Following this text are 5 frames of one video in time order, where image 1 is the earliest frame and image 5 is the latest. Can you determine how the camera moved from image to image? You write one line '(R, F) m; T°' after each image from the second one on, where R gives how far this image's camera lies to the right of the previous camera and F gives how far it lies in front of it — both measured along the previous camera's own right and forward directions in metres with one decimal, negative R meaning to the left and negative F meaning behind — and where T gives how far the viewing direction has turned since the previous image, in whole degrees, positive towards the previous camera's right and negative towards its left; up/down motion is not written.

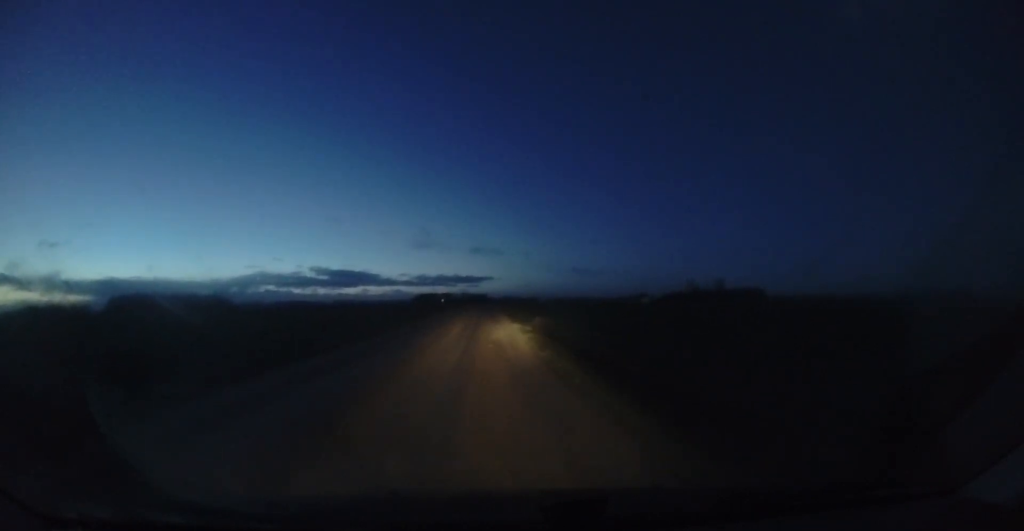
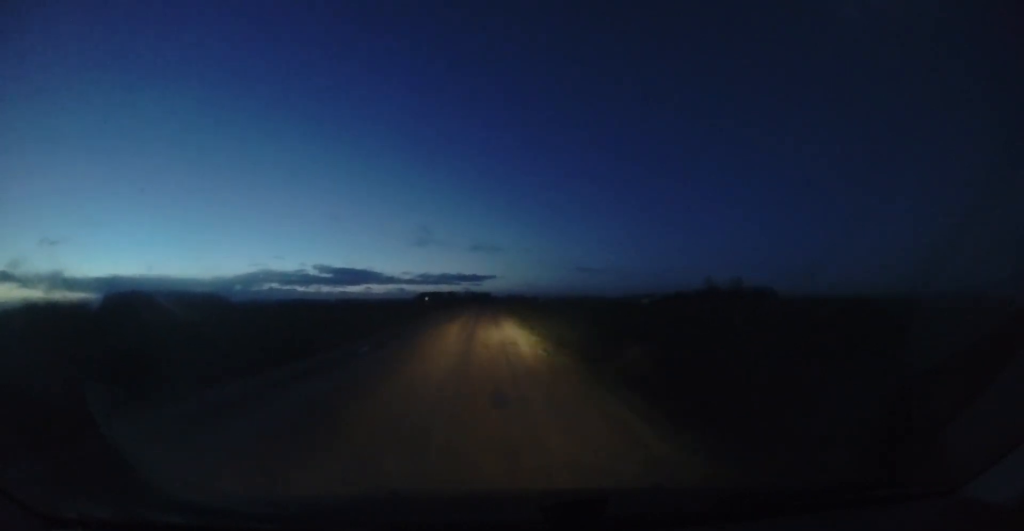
(+0.1, +18.1) m; 0°
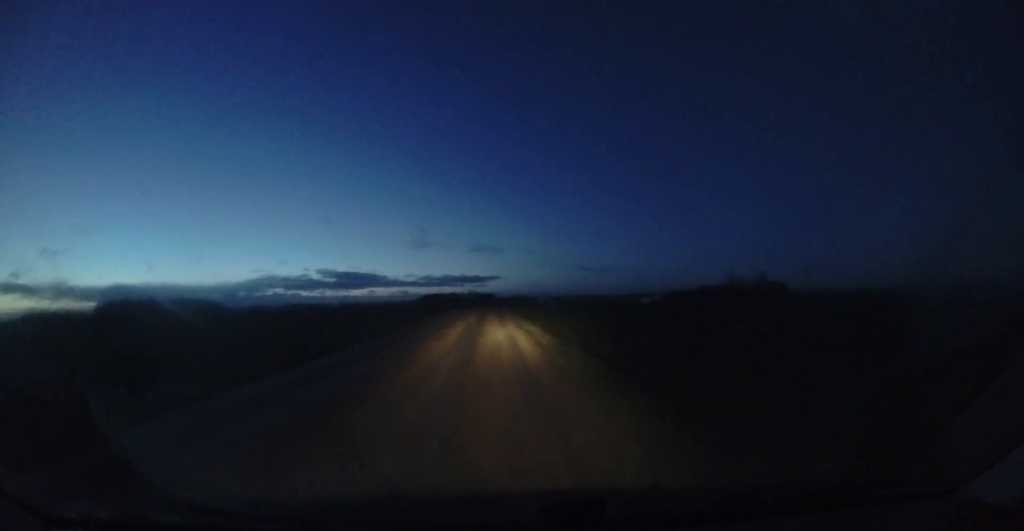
(-0.1, +22.4) m; -1°
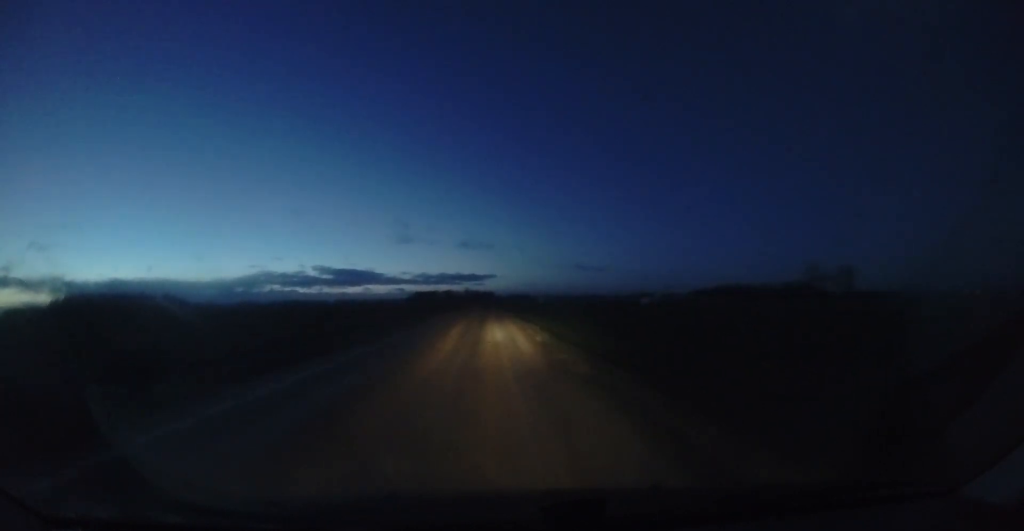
(-0.2, +74.8) m; -1°
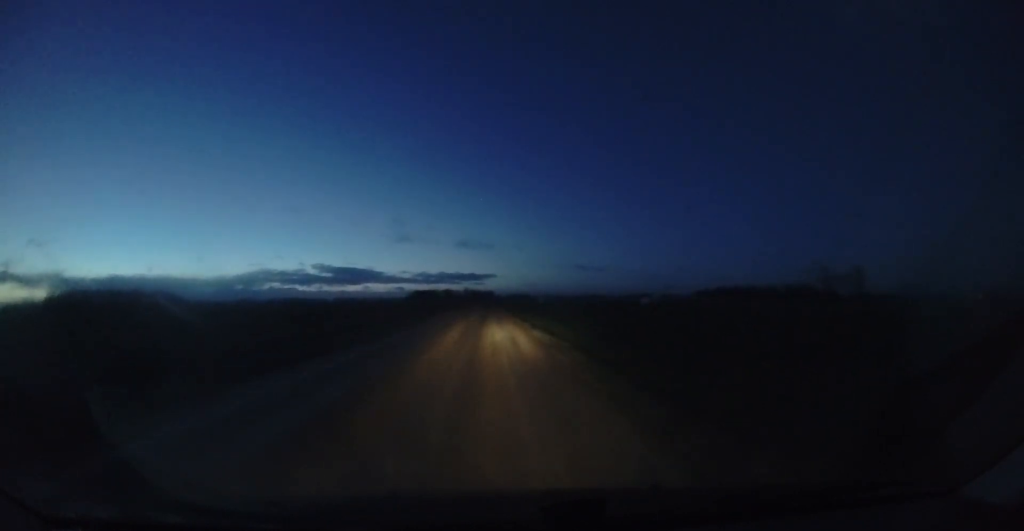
(-0.1, +7.6) m; -1°
